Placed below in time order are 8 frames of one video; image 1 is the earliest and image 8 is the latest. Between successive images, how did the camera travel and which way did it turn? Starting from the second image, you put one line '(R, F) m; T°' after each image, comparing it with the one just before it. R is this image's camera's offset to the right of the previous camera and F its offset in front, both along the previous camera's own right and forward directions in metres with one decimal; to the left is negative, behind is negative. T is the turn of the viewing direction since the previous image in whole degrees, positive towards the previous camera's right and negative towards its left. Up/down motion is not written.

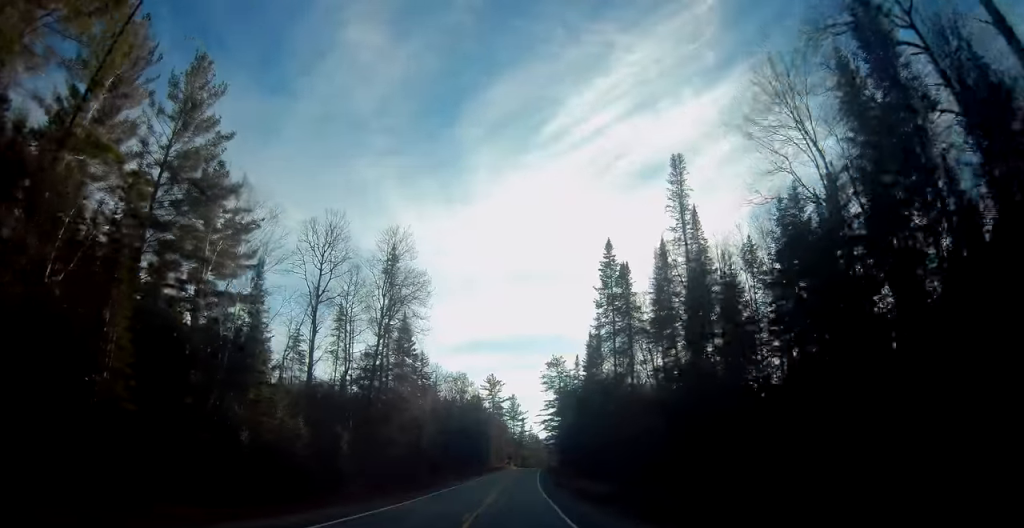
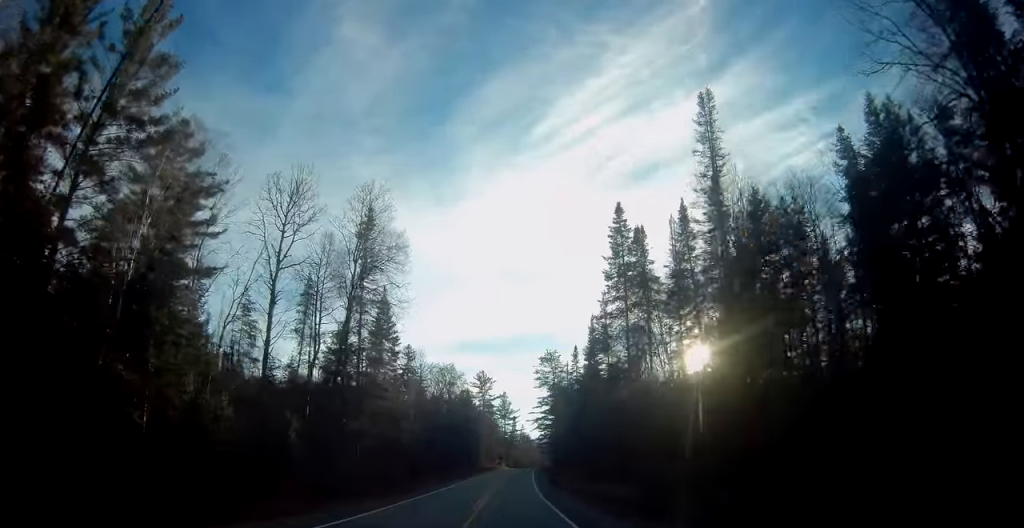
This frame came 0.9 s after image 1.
(0.0, +9.0) m; +2°
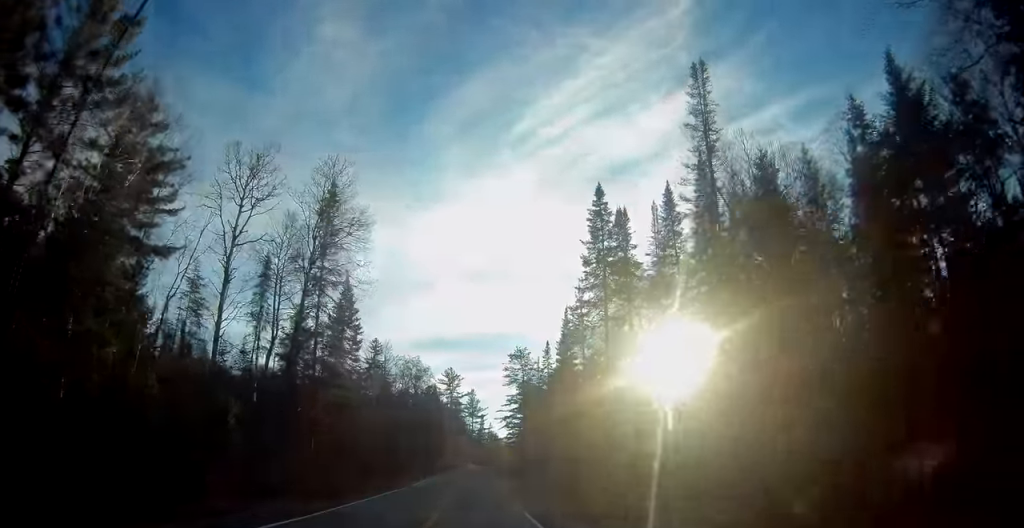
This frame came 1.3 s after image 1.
(+0.1, +3.7) m; +2°
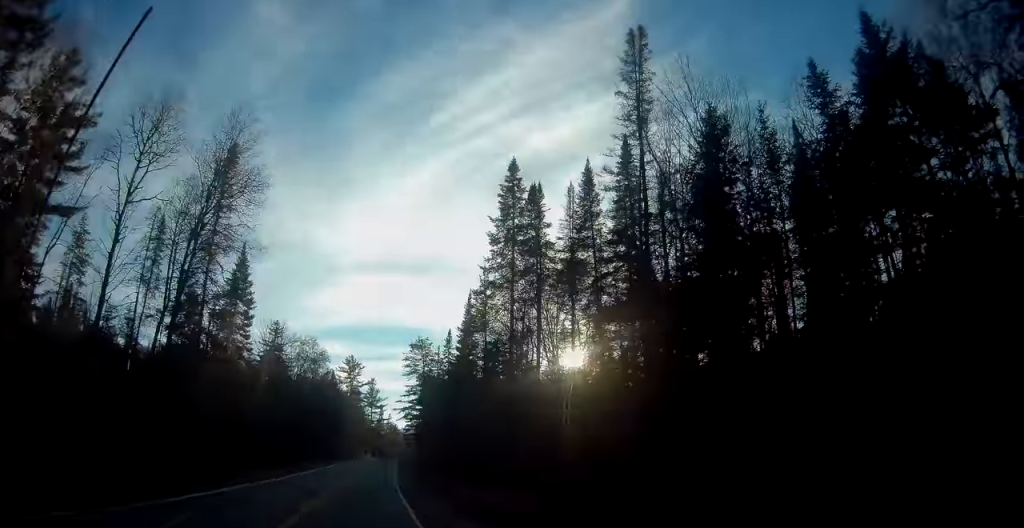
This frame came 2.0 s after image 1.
(+0.1, +4.2) m; +8°
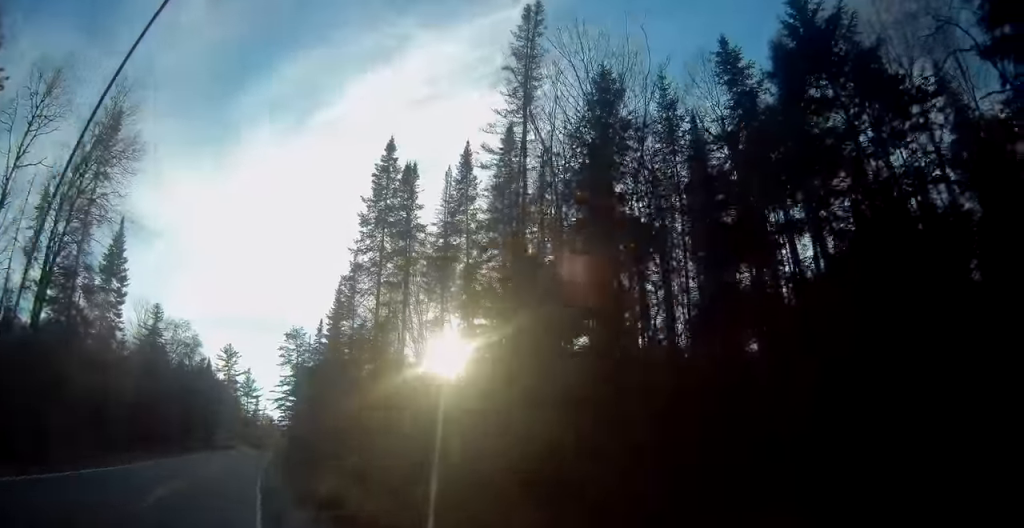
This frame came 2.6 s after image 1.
(-0.1, +3.1) m; +14°
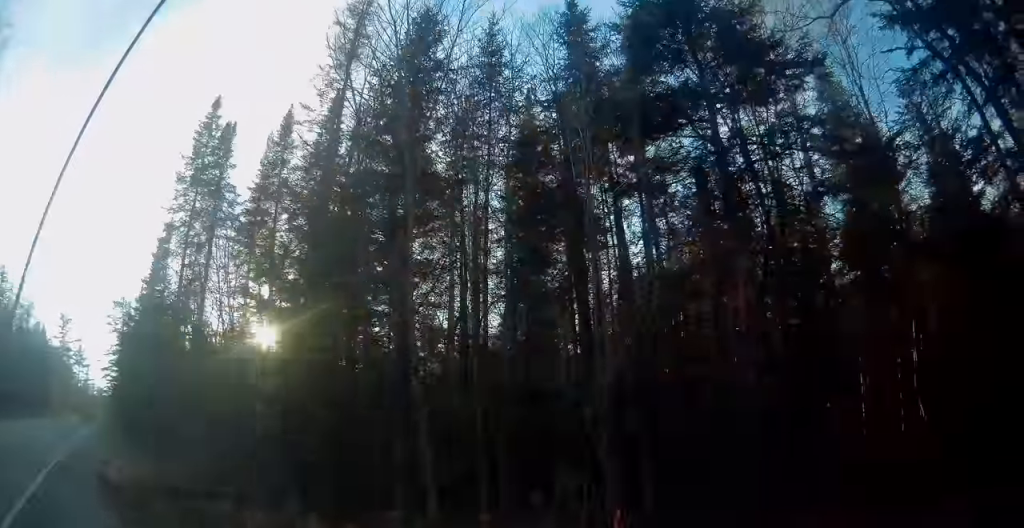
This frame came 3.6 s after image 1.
(+1.4, +2.4) m; +41°
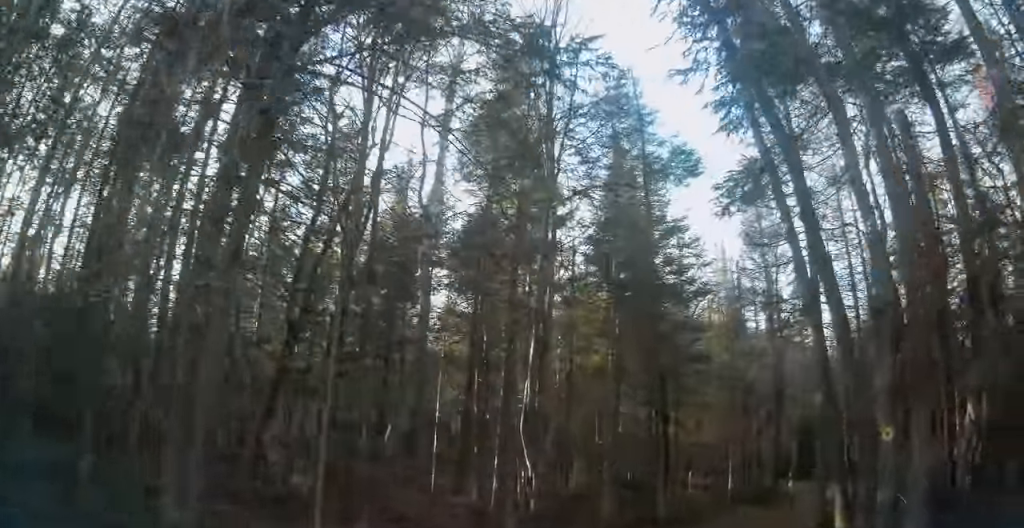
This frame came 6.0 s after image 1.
(+1.8, +3.6) m; +40°
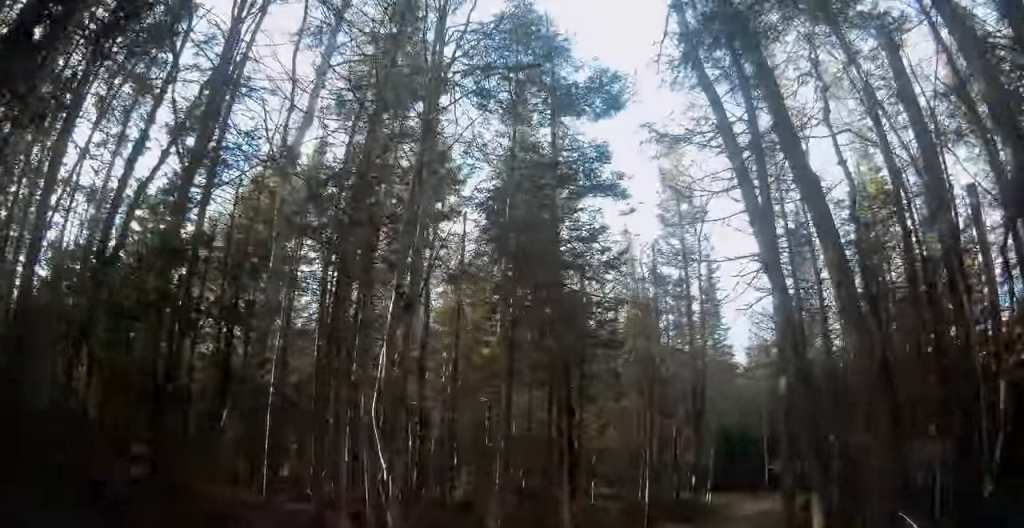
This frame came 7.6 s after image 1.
(-0.3, +2.2) m; -6°
